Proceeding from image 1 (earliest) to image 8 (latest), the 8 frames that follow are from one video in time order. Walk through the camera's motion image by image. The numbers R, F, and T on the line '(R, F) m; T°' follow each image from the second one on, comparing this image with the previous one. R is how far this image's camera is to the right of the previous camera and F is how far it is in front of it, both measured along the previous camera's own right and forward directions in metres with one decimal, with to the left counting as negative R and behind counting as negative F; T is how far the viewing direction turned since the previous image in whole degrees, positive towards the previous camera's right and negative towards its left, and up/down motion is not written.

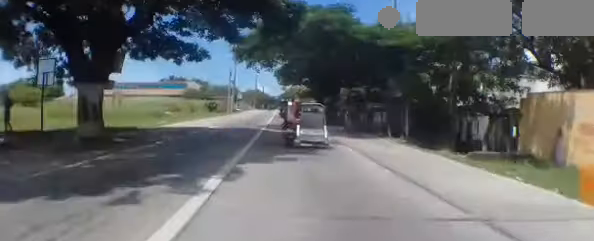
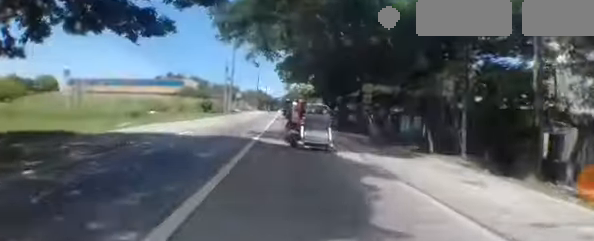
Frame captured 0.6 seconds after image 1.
(+0.1, +6.3) m; +1°
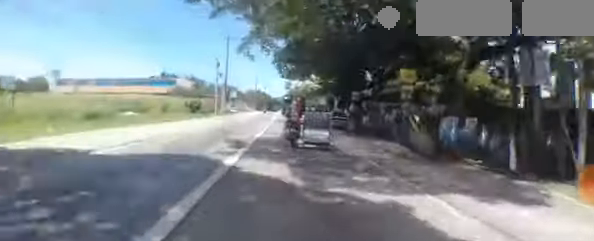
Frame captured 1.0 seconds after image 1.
(0.0, +5.3) m; 0°
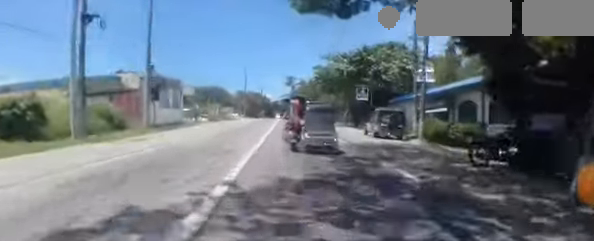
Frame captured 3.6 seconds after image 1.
(-1.0, +27.4) m; -3°
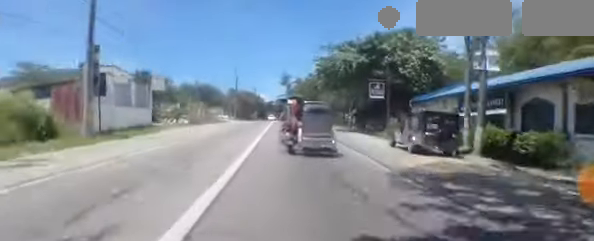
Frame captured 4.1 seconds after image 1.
(-0.1, +5.1) m; +2°
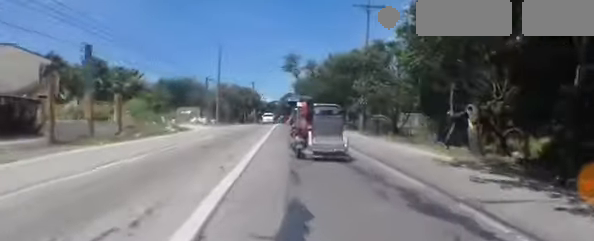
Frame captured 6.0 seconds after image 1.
(+0.9, +20.2) m; -2°
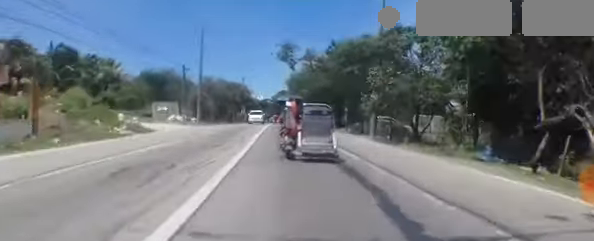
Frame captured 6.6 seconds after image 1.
(-0.2, +5.7) m; -2°
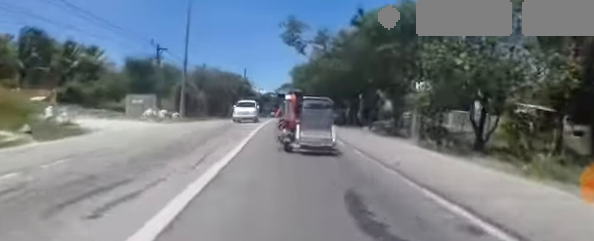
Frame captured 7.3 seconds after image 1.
(-0.4, +6.8) m; 0°
